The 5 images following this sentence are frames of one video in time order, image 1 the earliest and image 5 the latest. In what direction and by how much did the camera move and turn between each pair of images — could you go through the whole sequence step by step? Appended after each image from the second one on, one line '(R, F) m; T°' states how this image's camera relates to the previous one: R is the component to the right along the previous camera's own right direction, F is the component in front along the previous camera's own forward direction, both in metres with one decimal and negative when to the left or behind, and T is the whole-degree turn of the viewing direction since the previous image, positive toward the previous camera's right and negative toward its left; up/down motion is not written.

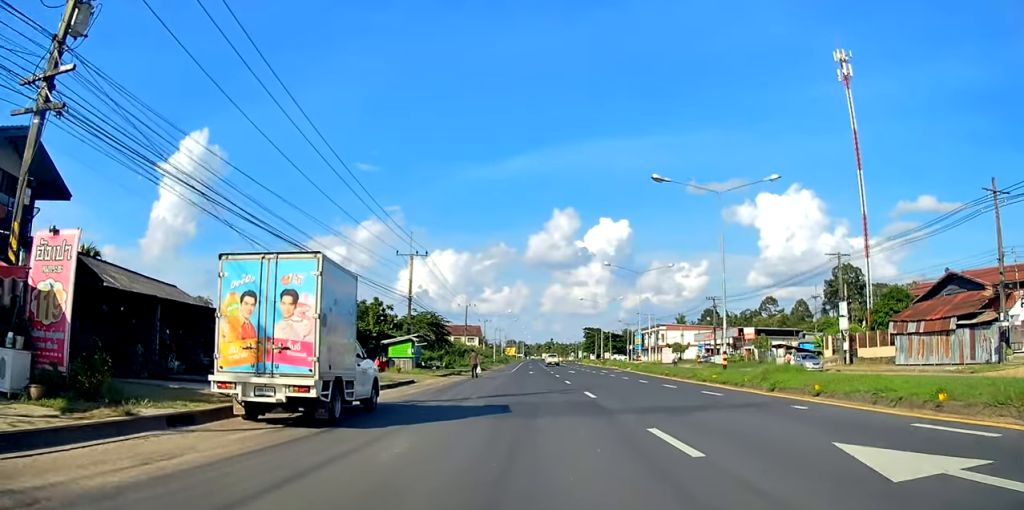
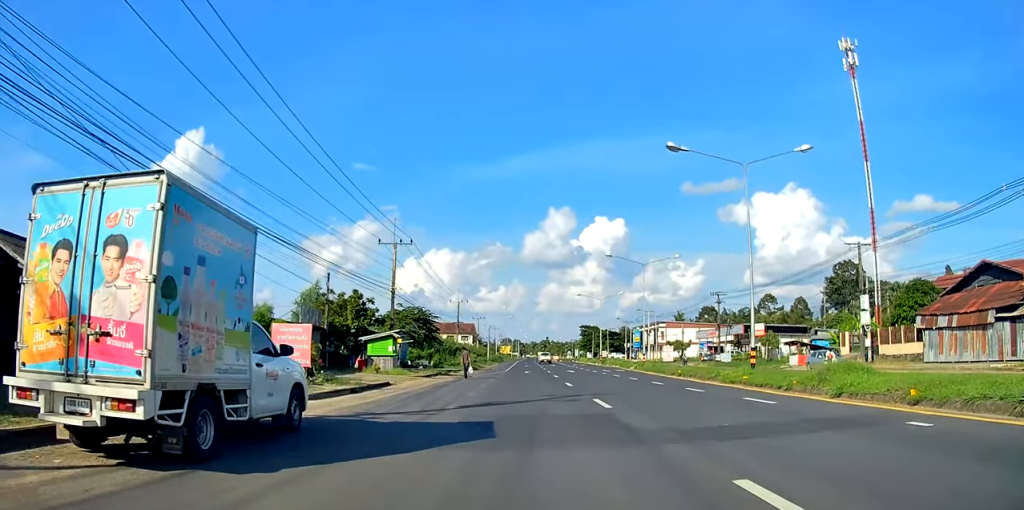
(+0.1, +4.2) m; +1°
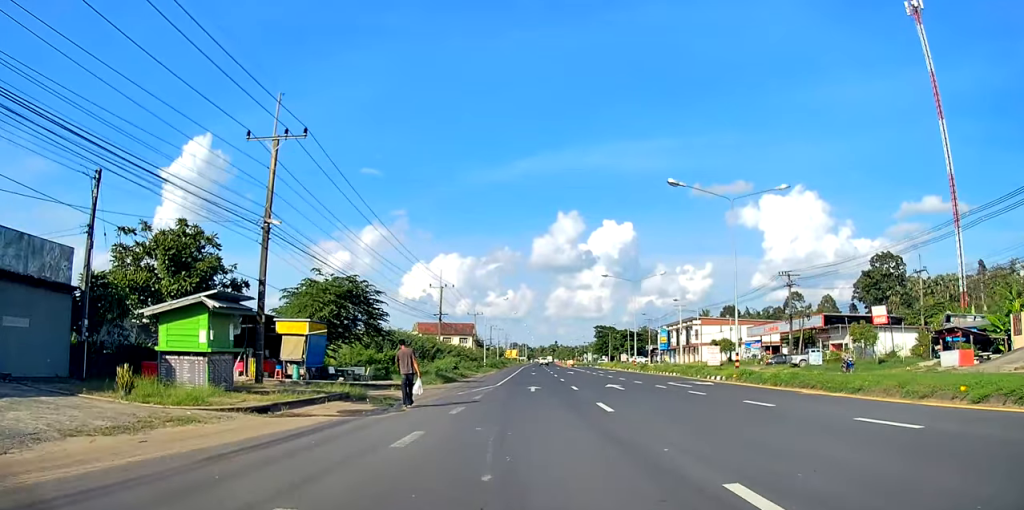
(-1.1, +22.9) m; -4°
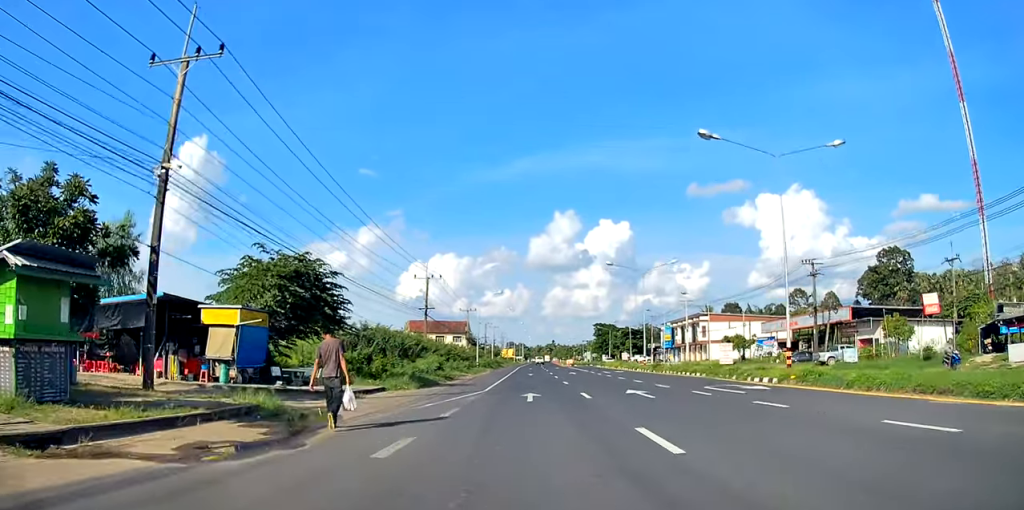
(+0.1, +6.9) m; 0°
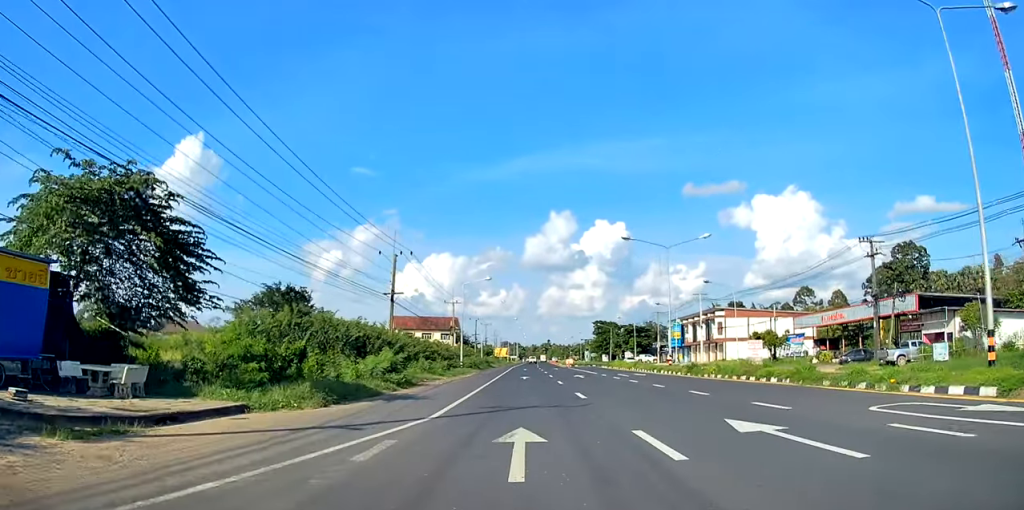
(-0.1, +11.9) m; -1°
